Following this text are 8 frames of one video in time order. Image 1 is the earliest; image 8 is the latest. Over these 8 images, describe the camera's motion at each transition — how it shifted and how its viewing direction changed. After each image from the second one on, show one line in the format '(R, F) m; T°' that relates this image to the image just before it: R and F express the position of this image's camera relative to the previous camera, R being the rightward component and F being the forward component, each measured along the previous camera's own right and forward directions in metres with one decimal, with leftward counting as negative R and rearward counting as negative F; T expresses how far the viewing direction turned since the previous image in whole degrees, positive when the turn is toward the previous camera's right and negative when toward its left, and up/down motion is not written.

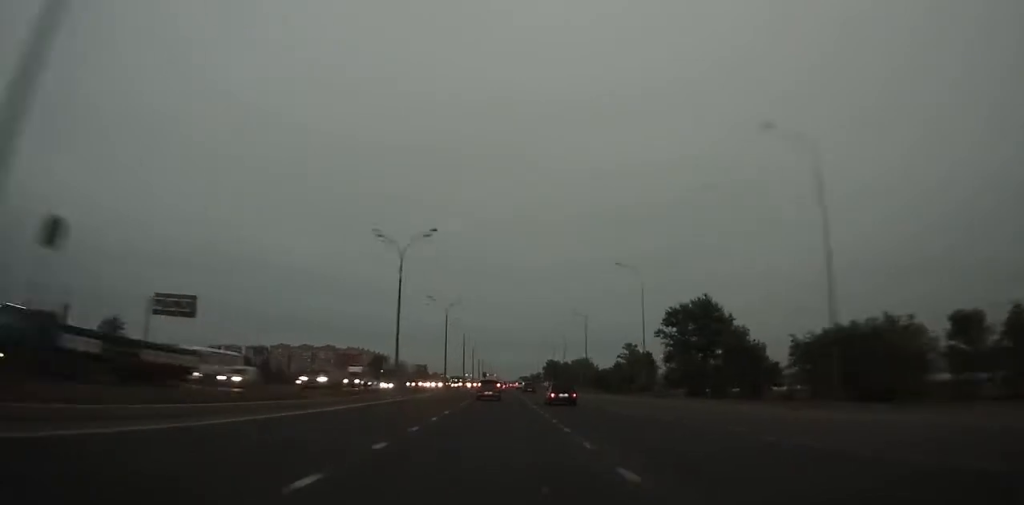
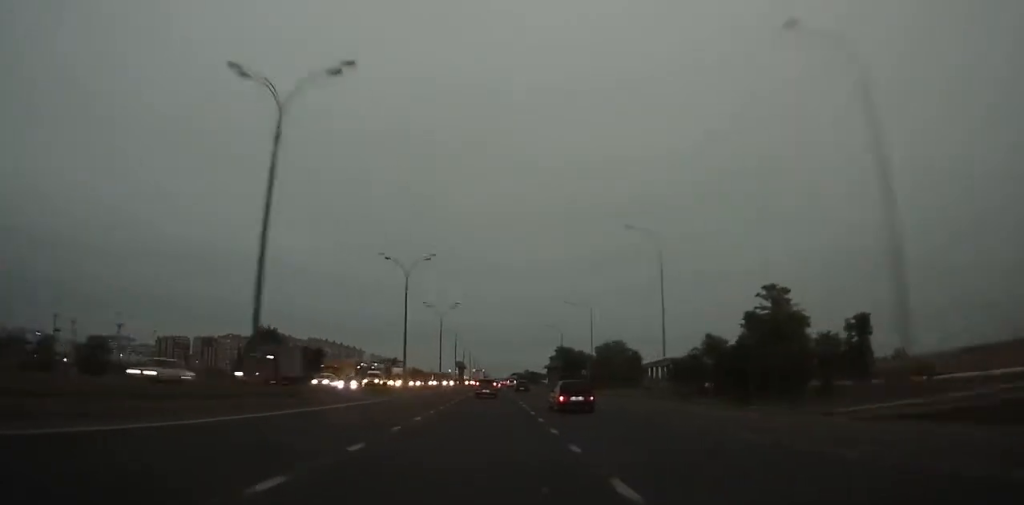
(+0.9, +102.4) m; +1°
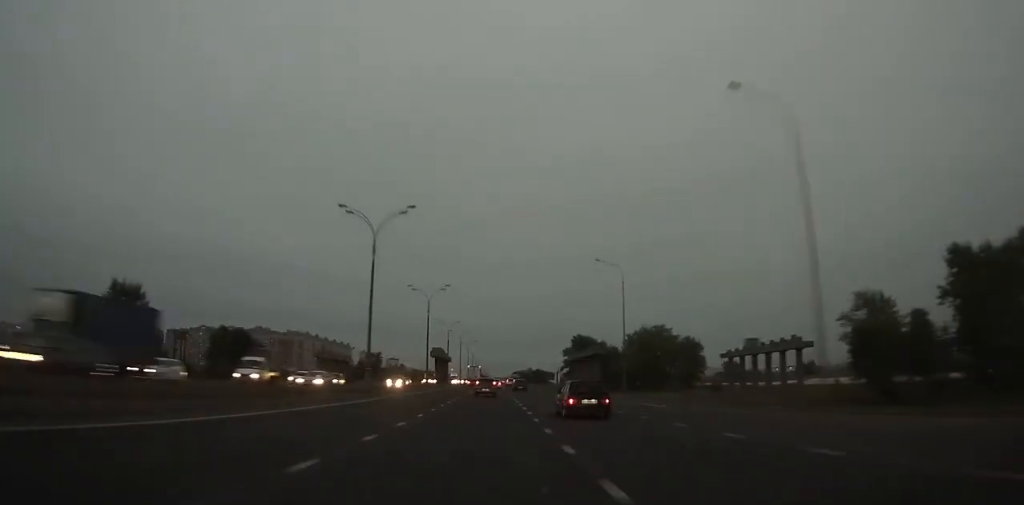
(+0.1, +50.7) m; 0°
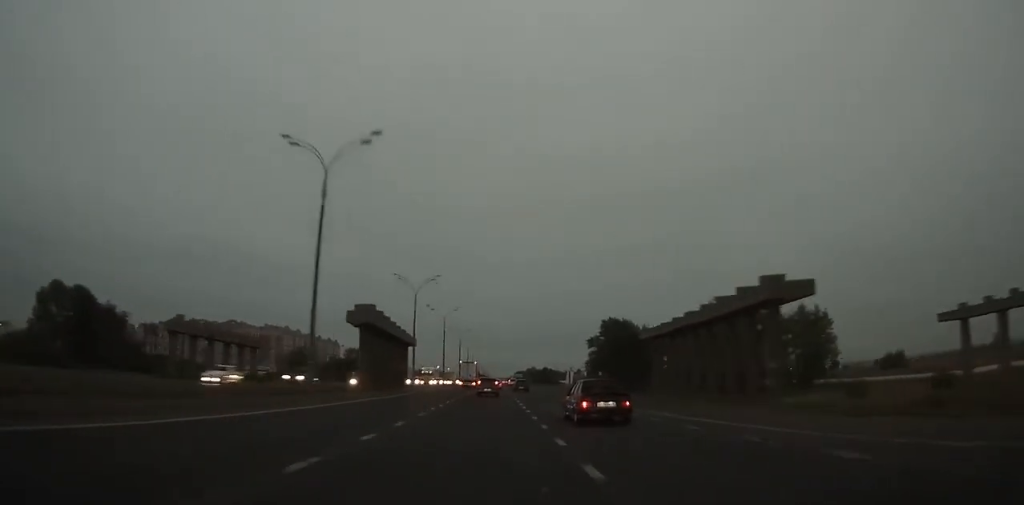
(+0.1, +48.4) m; 0°
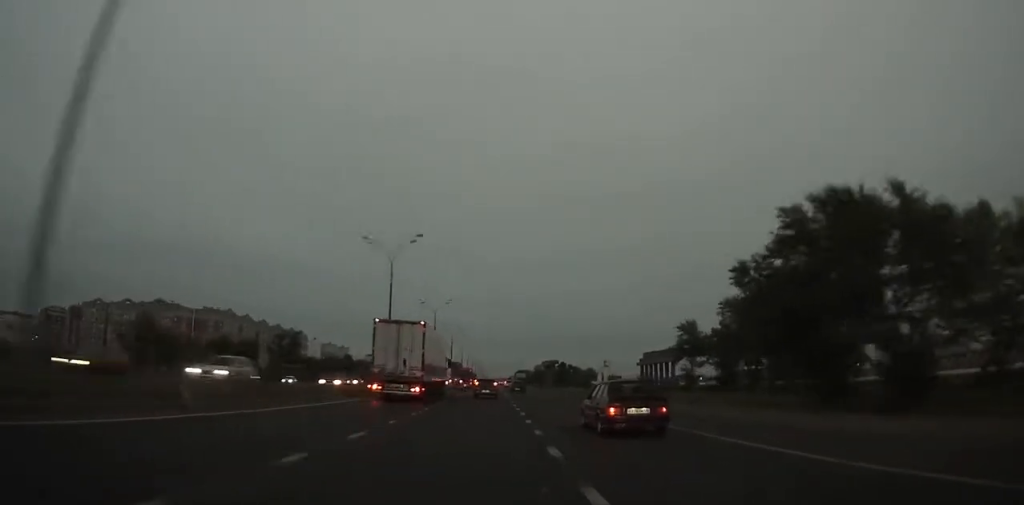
(+0.1, +87.9) m; 0°
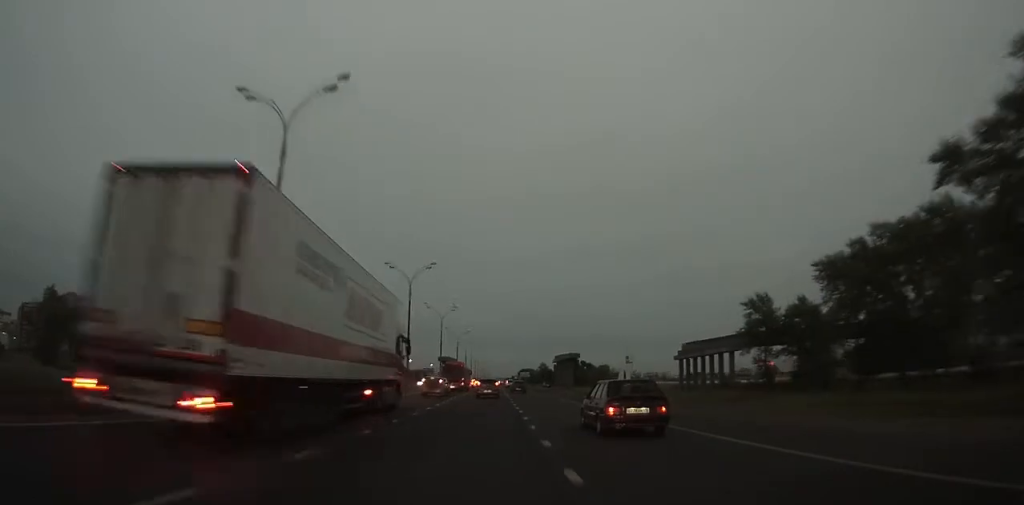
(+0.1, +27.8) m; 0°
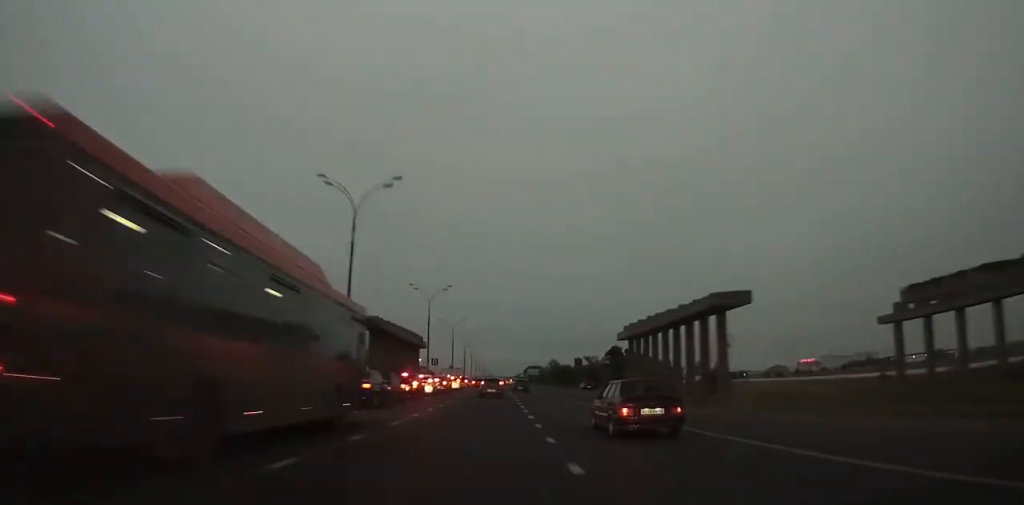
(-0.3, +61.7) m; 0°
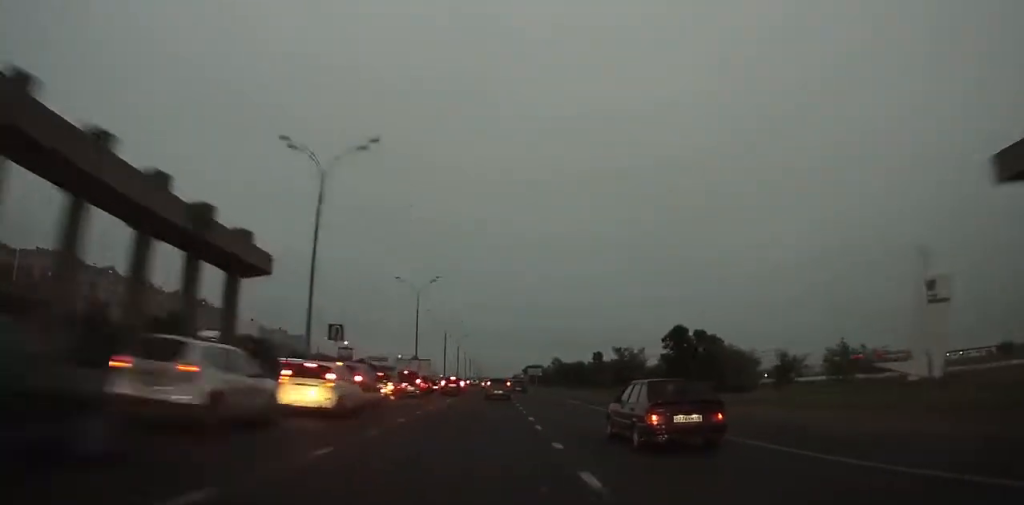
(+0.2, +46.1) m; 0°
